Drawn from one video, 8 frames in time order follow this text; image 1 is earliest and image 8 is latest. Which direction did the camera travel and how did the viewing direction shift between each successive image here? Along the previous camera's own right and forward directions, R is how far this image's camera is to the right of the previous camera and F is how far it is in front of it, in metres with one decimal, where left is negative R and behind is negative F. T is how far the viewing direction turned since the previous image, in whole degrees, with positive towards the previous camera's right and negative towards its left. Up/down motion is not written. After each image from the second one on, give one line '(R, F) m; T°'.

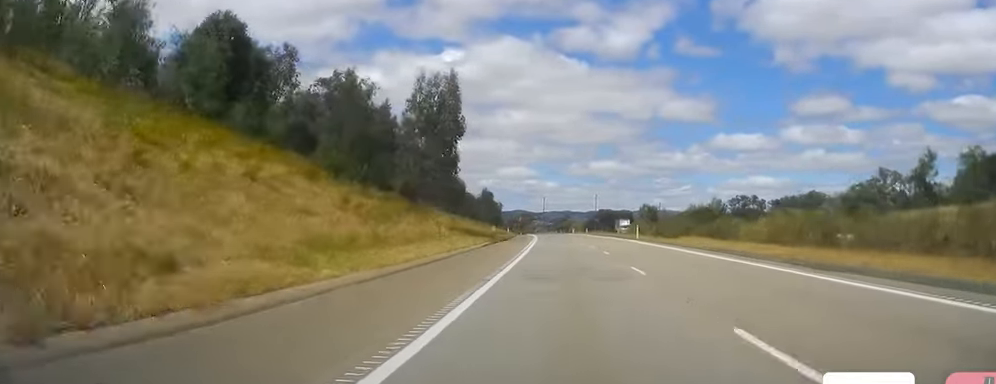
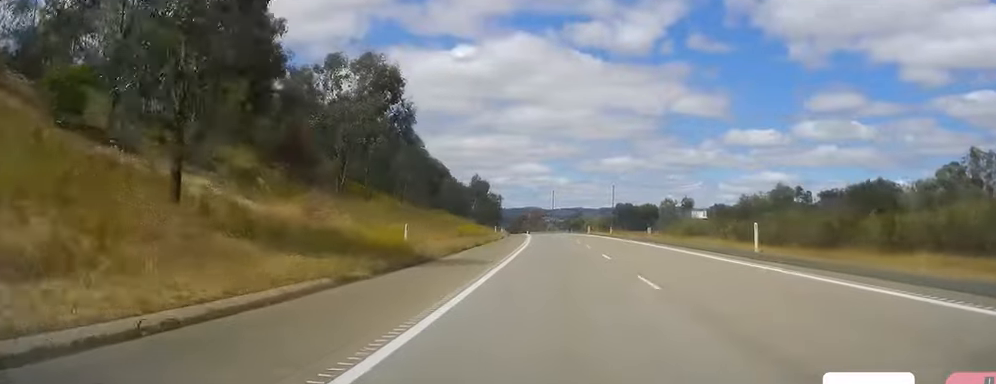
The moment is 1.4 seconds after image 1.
(-0.5, +39.2) m; -1°
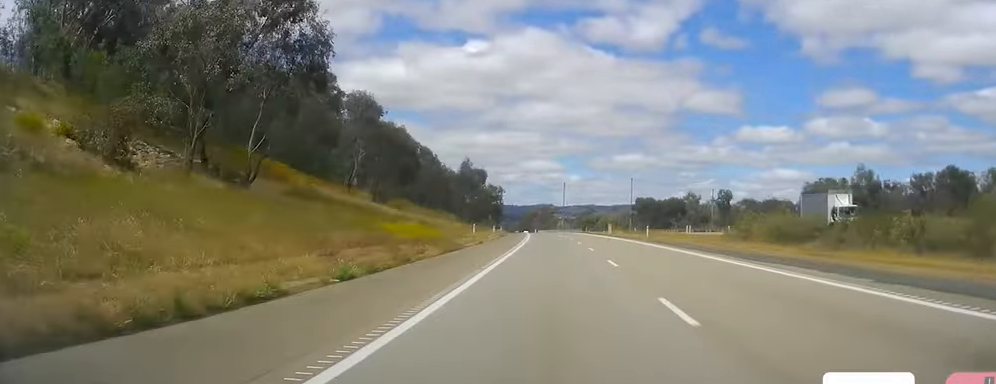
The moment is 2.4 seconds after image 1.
(-0.2, +28.8) m; 0°
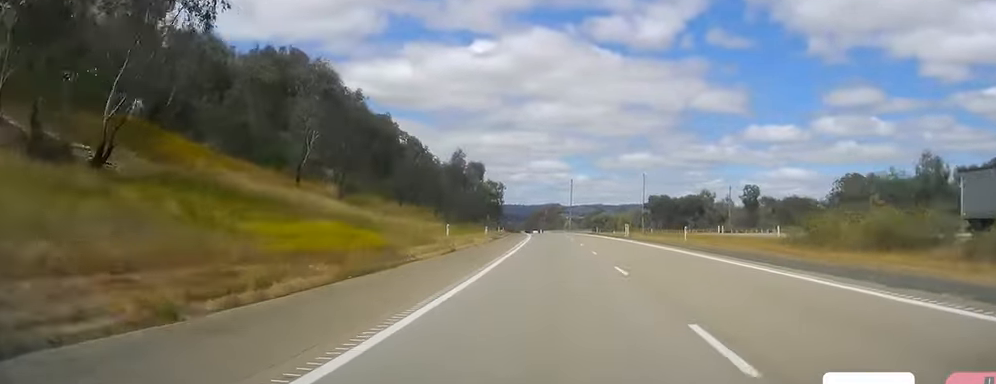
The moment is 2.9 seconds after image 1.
(+0.4, +15.4) m; 0°
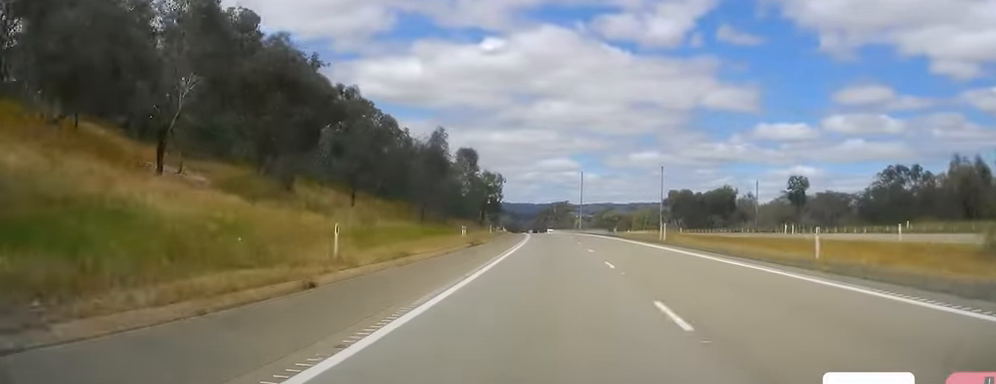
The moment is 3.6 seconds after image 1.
(-0.4, +21.2) m; 0°
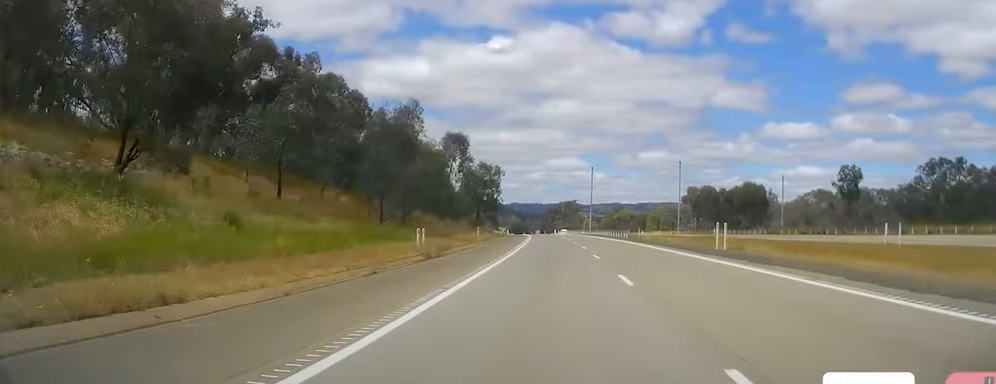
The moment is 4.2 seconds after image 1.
(-0.1, +17.4) m; -1°
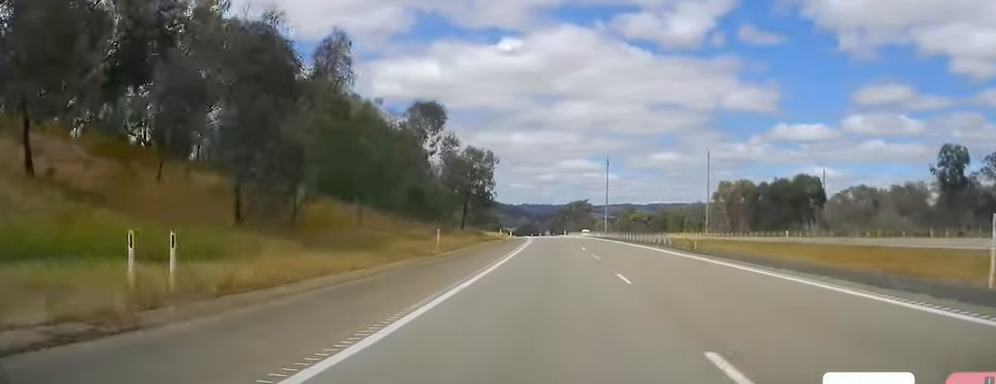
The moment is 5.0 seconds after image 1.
(+0.4, +23.2) m; -1°
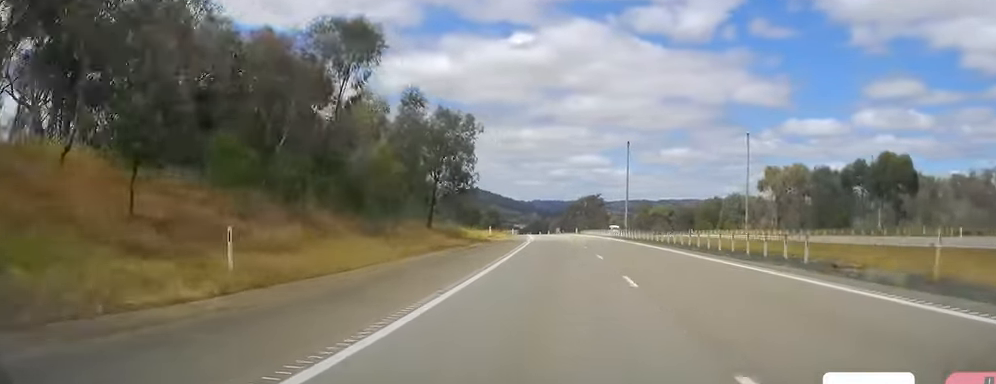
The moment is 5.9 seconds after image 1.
(-0.9, +25.1) m; -3°
